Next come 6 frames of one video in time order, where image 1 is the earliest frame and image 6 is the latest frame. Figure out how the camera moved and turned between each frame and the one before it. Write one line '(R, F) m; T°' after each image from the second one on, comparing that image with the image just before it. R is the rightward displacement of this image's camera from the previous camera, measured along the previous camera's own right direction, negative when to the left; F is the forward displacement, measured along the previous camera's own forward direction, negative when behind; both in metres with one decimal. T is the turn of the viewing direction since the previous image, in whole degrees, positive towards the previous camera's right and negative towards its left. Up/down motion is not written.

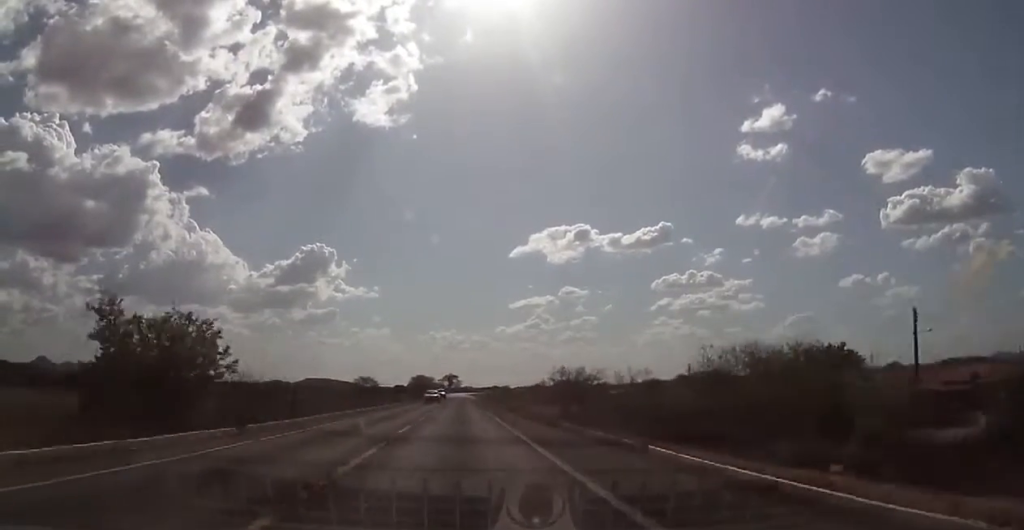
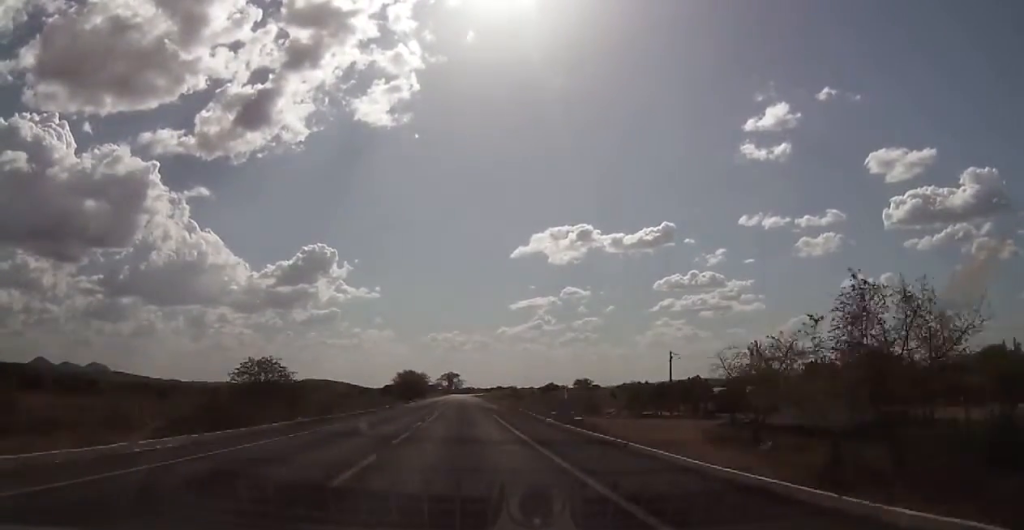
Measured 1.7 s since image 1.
(+0.1, +63.9) m; 0°
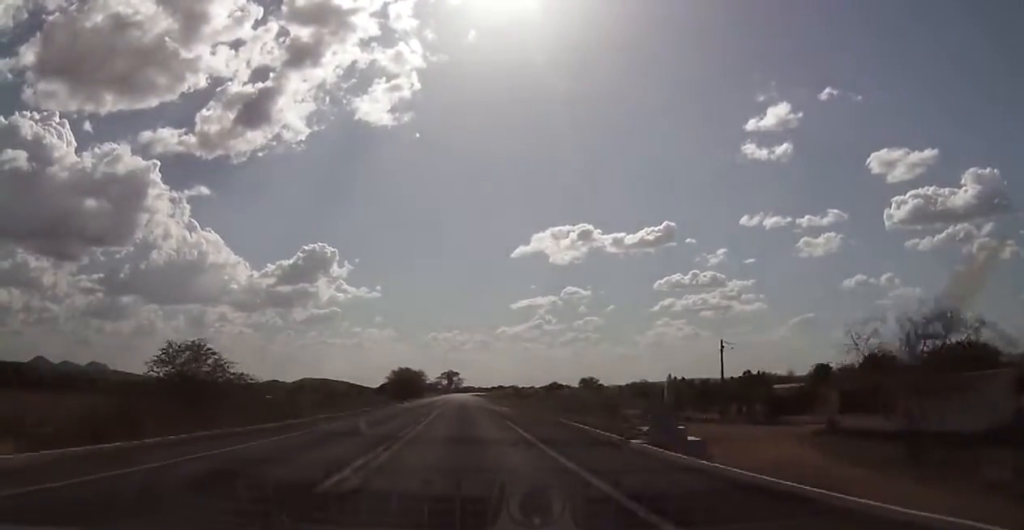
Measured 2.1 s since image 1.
(+0.1, +16.4) m; 0°
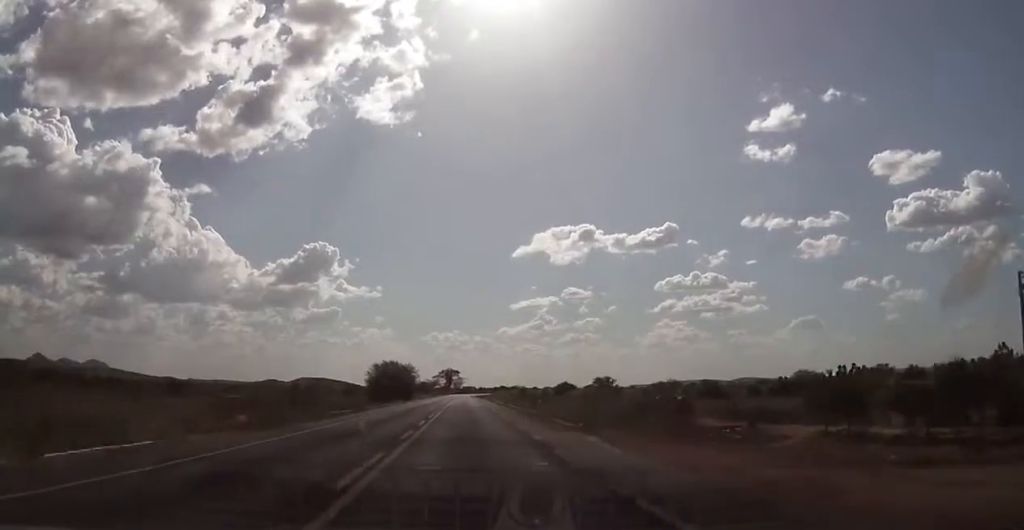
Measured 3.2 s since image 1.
(-0.4, +39.2) m; -1°
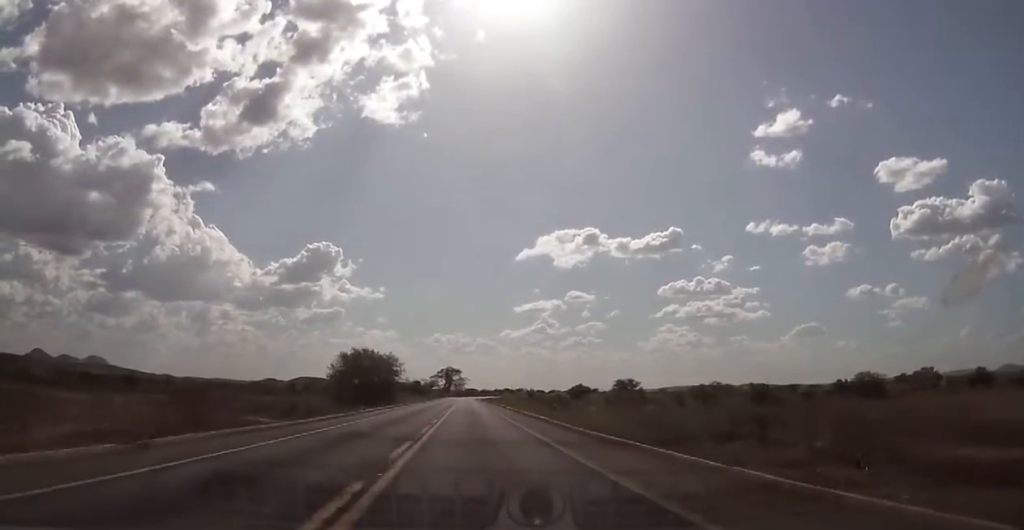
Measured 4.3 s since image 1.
(0.0, +43.2) m; +1°
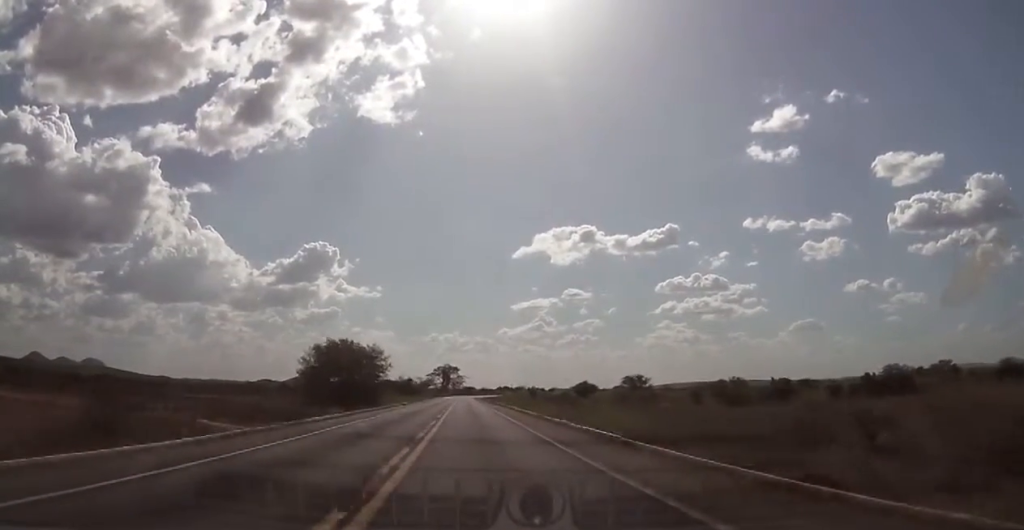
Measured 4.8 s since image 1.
(+0.1, +17.8) m; 0°
